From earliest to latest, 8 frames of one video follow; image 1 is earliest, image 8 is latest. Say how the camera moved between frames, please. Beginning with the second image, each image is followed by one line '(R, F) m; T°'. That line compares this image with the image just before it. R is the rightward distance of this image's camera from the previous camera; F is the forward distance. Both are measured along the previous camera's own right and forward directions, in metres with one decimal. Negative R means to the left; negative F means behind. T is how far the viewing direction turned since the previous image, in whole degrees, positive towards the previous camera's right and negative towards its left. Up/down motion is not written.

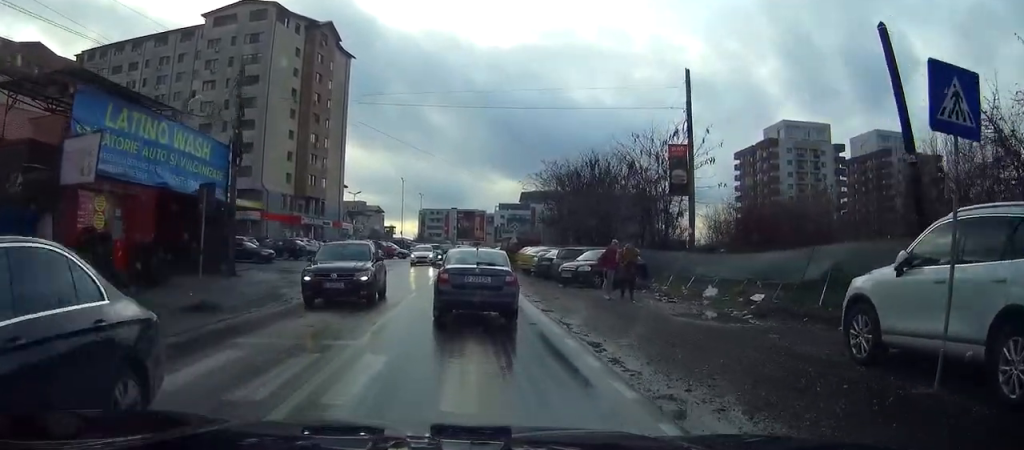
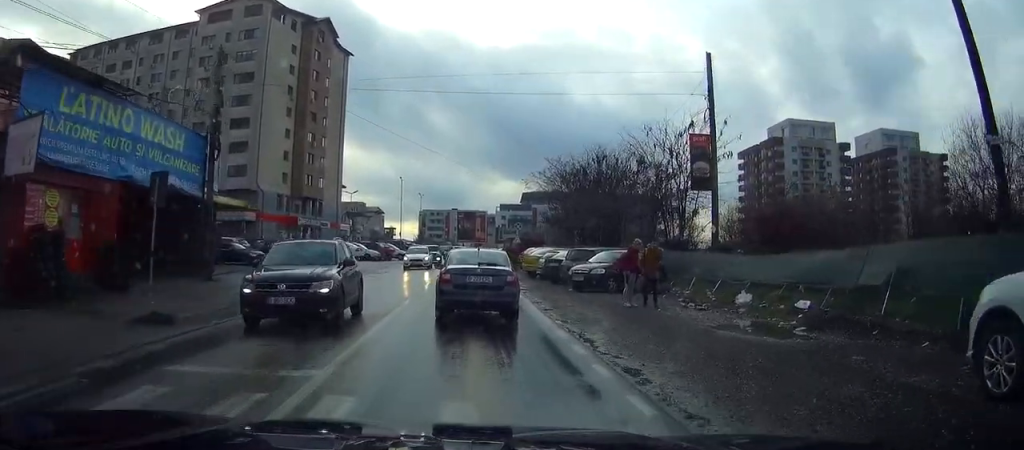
(-0.1, +2.5) m; 0°
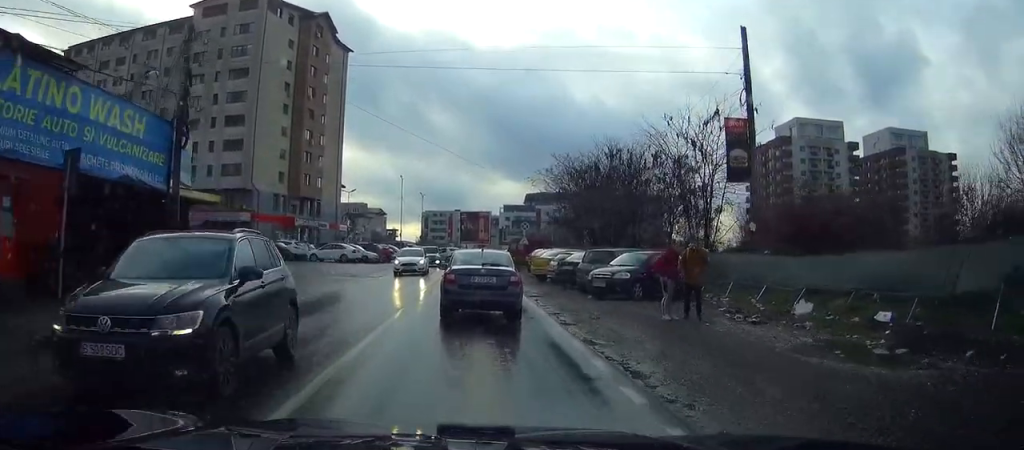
(-0.1, +3.1) m; +1°
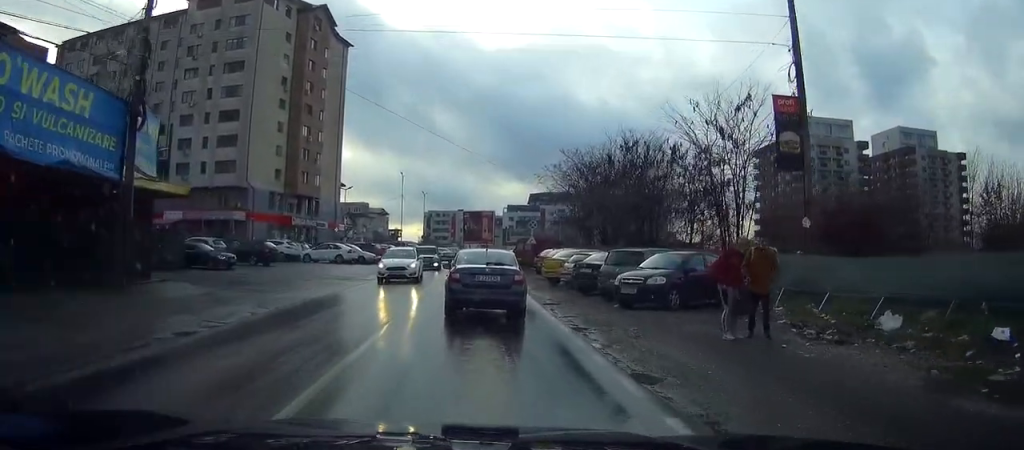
(+0.1, +3.4) m; +1°
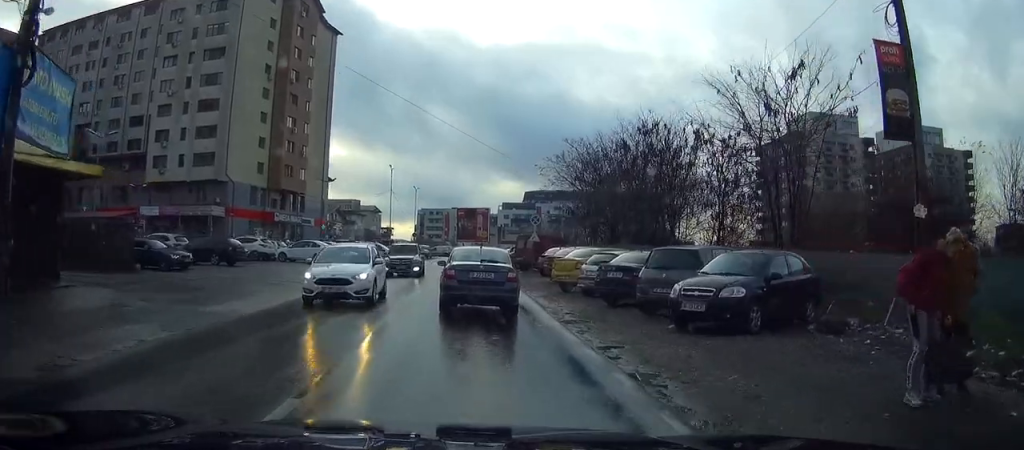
(+0.2, +5.6) m; +1°
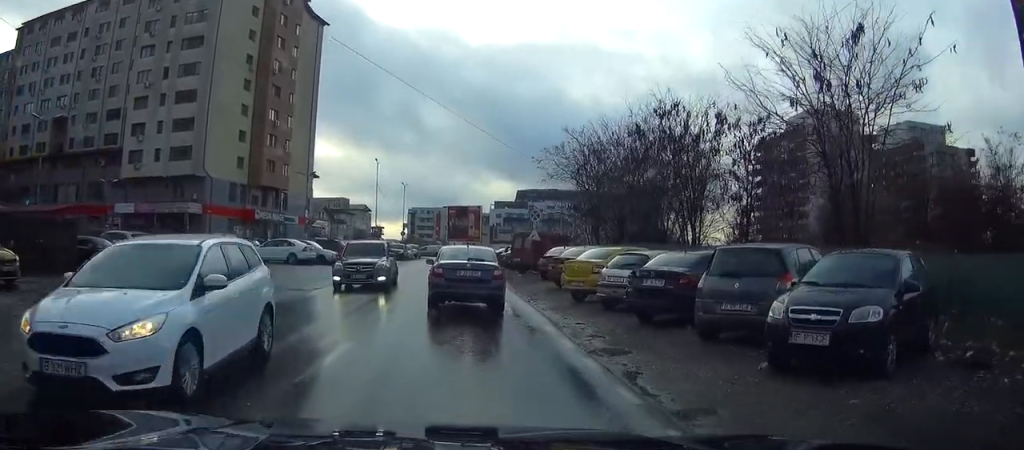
(-0.1, +4.9) m; 0°
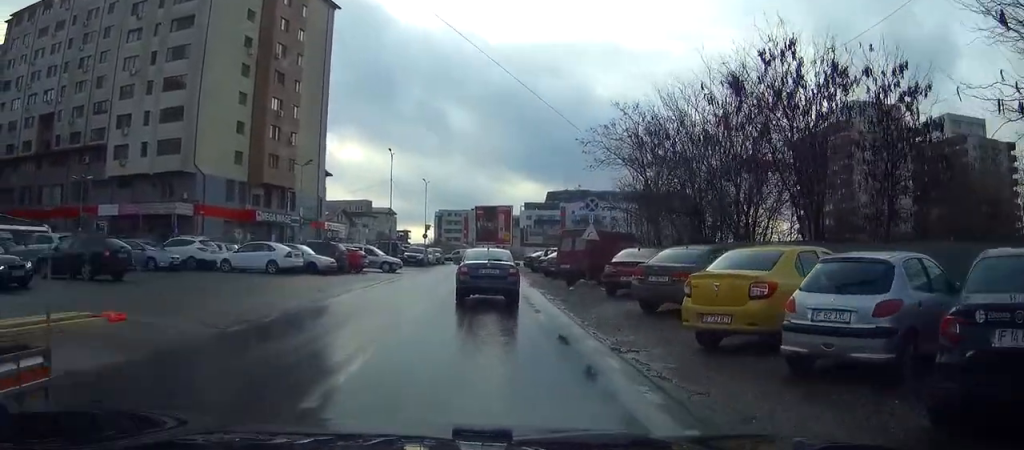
(0.0, +11.4) m; -5°
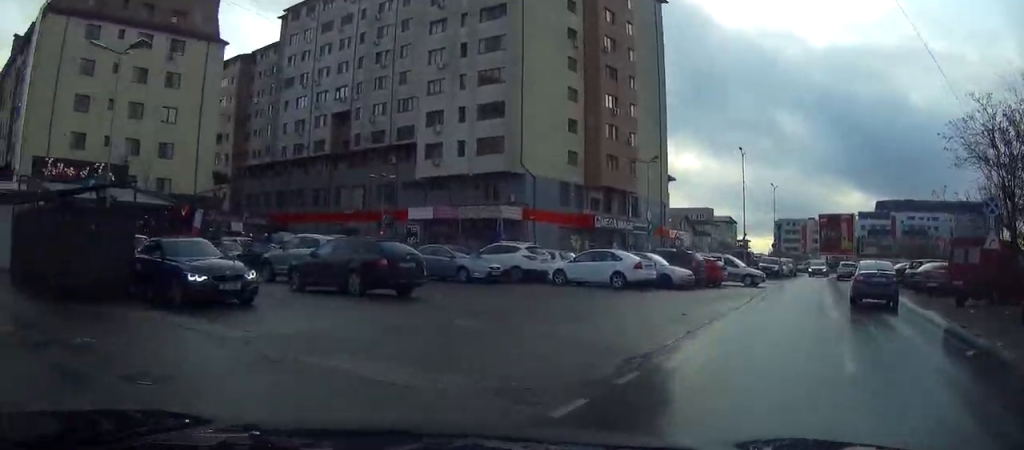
(-1.2, +6.8) m; -26°
